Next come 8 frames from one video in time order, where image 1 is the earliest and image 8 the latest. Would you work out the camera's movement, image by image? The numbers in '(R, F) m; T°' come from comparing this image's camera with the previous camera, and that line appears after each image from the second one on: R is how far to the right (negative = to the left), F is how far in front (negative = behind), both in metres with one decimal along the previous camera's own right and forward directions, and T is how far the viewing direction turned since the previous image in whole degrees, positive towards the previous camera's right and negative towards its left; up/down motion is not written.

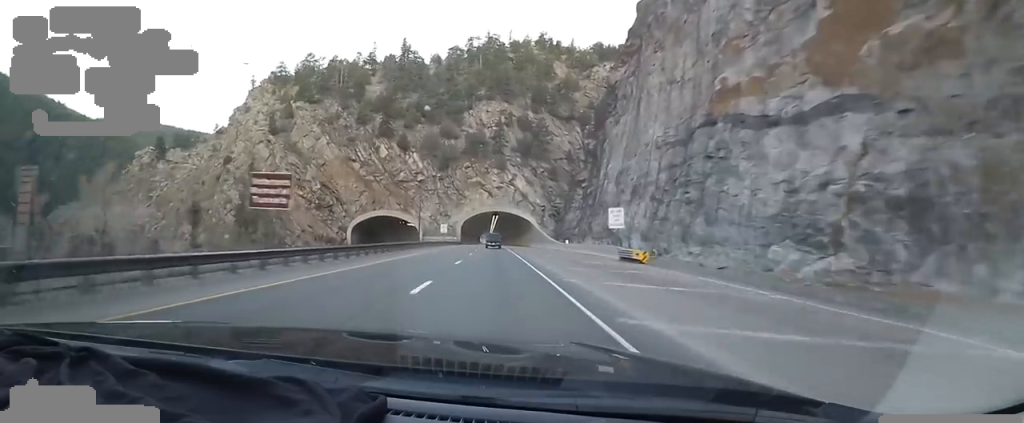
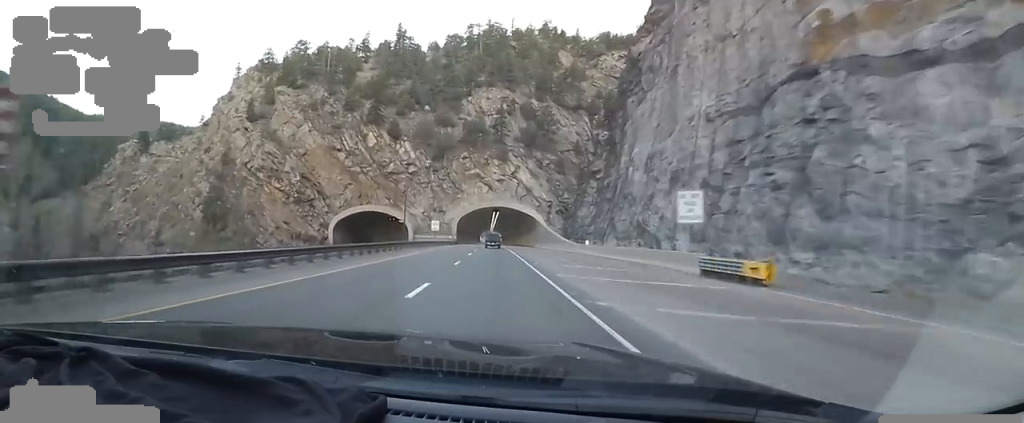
(-0.7, +13.1) m; 0°
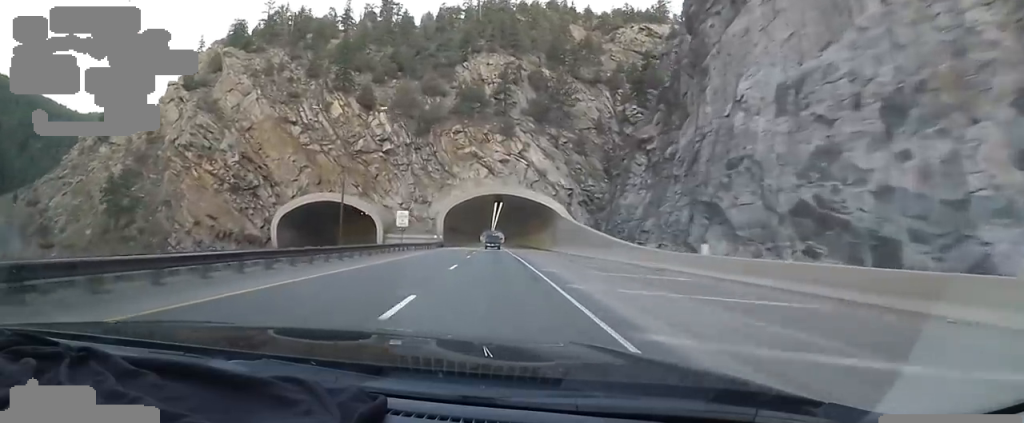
(+1.0, +27.2) m; +3°
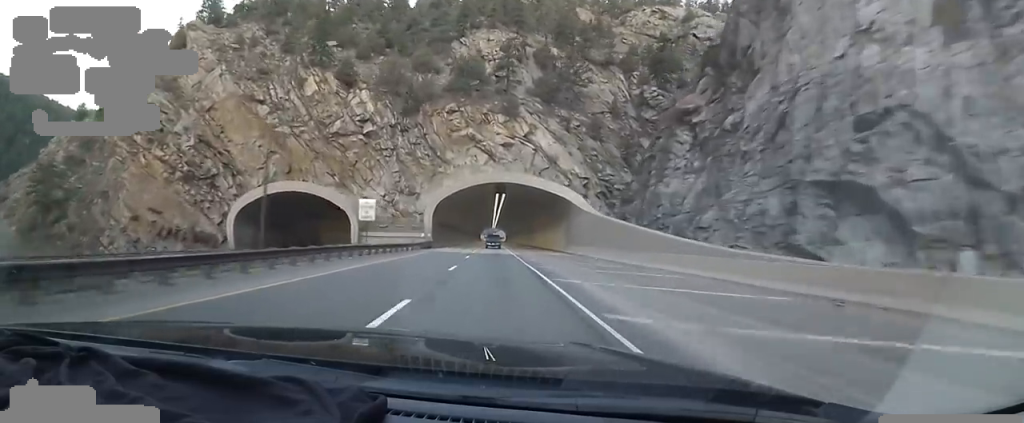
(+0.1, +13.2) m; -1°
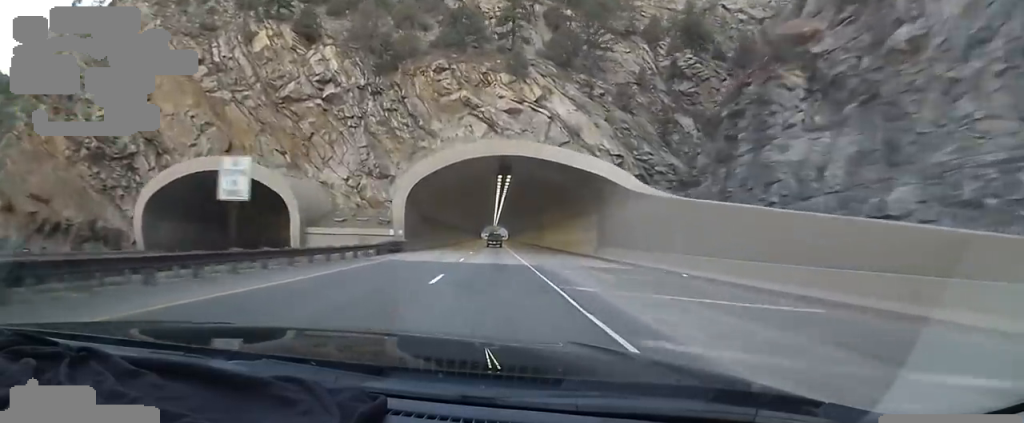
(+0.3, +17.7) m; -2°
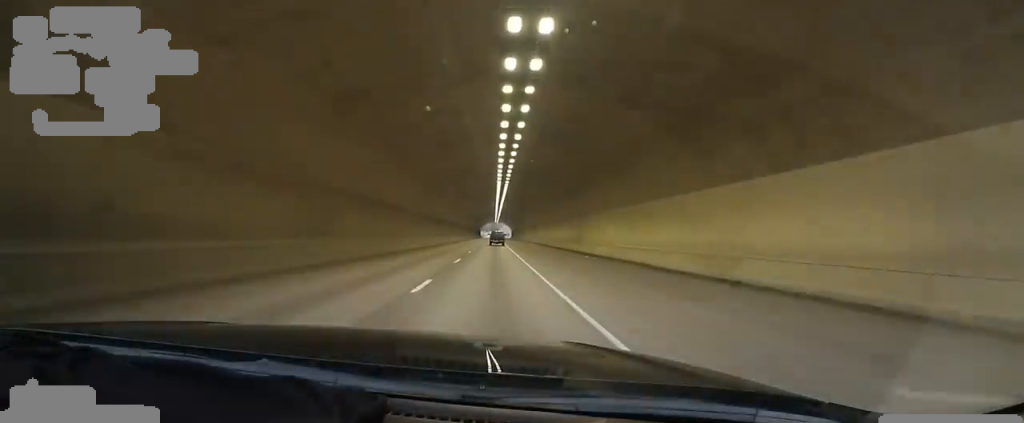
(-0.8, +38.9) m; 0°
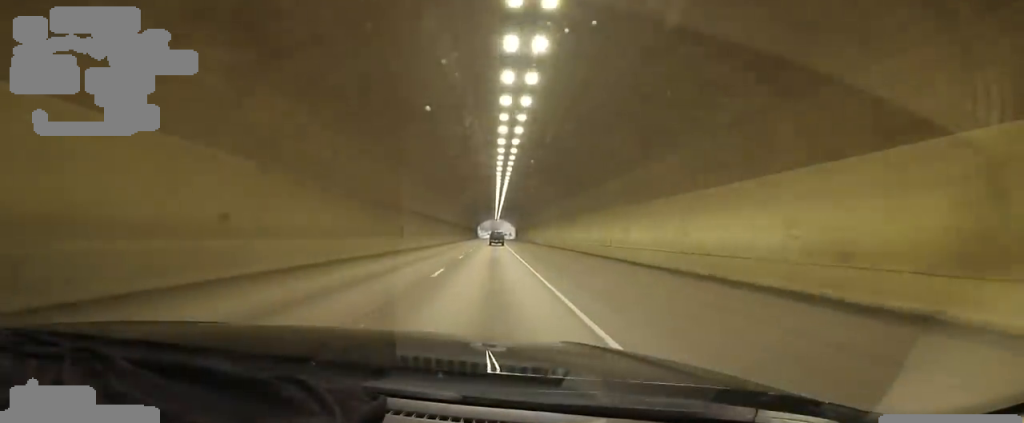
(-0.5, +43.3) m; 0°
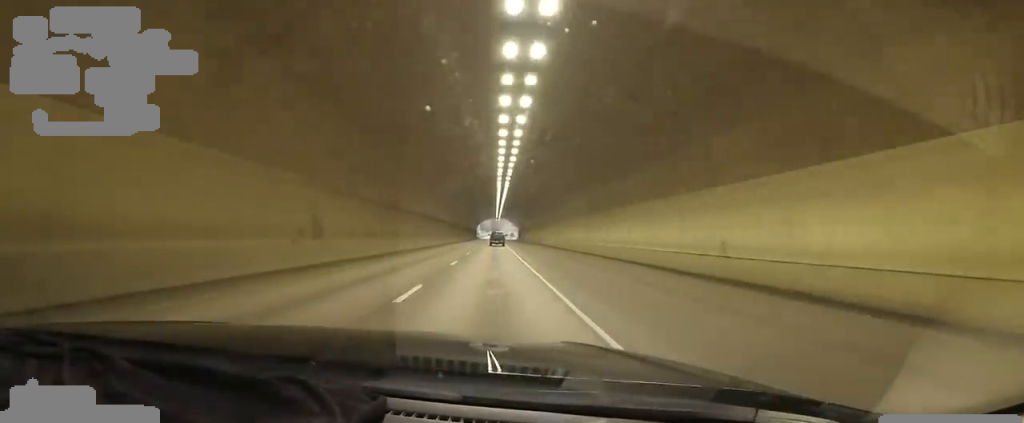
(+1.1, +18.6) m; 0°
